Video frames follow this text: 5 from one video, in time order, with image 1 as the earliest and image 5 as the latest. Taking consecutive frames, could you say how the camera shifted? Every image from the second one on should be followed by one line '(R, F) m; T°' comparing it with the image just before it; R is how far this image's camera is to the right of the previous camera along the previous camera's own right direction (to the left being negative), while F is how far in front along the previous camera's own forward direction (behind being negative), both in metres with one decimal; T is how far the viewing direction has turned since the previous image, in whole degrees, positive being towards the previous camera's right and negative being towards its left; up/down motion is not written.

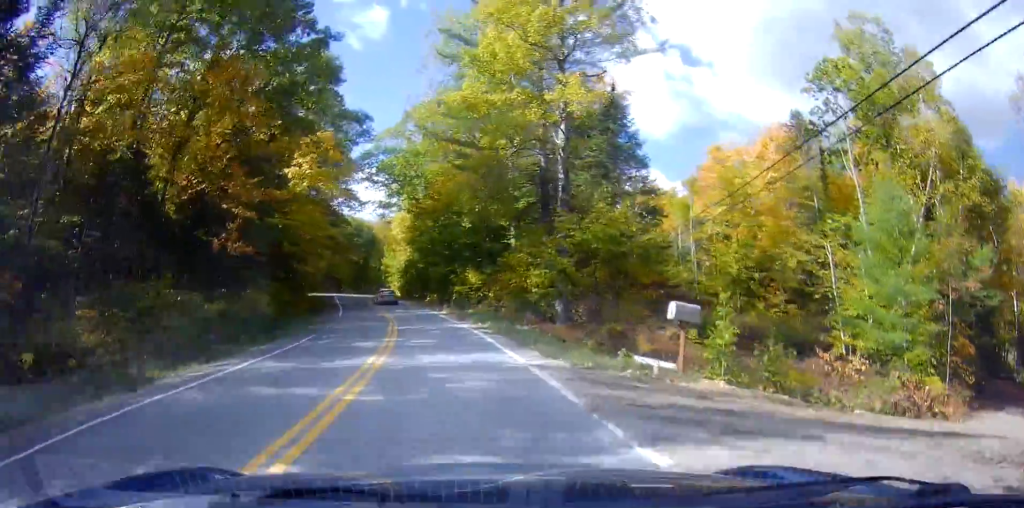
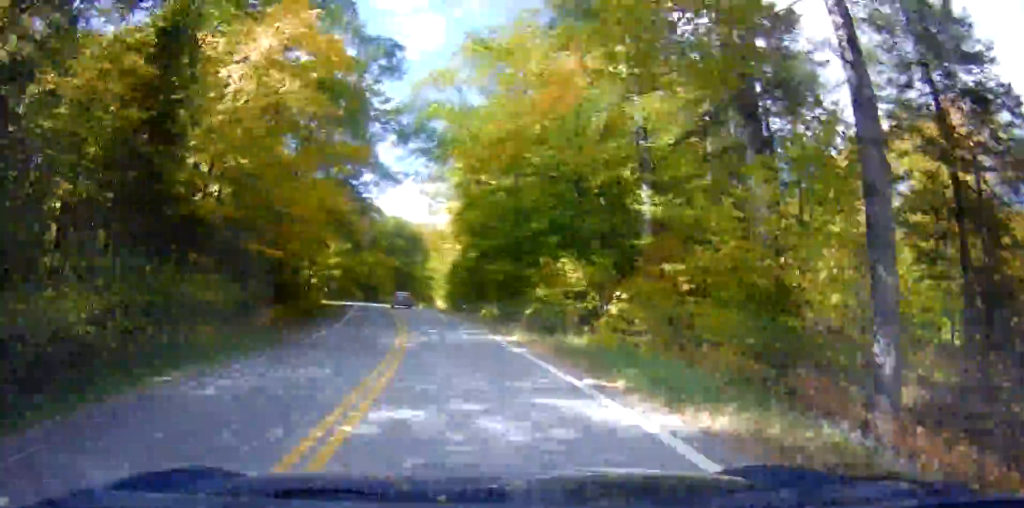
(-0.5, +19.7) m; -2°
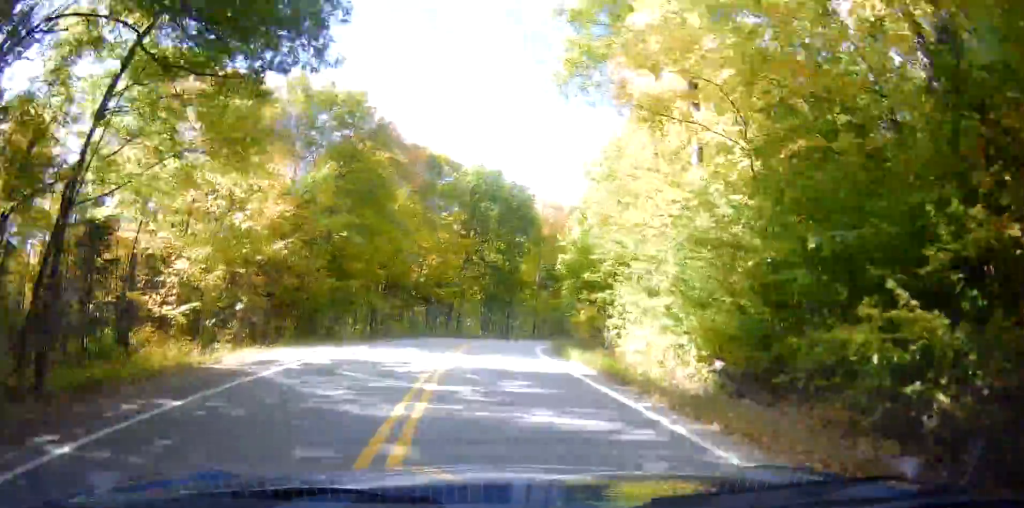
(-2.1, +46.4) m; -3°
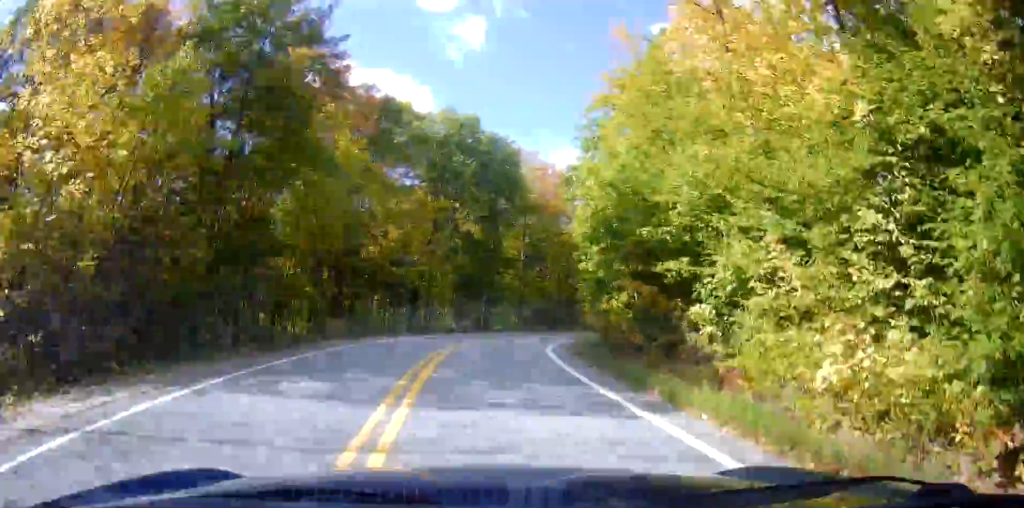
(-0.1, +10.6) m; +3°
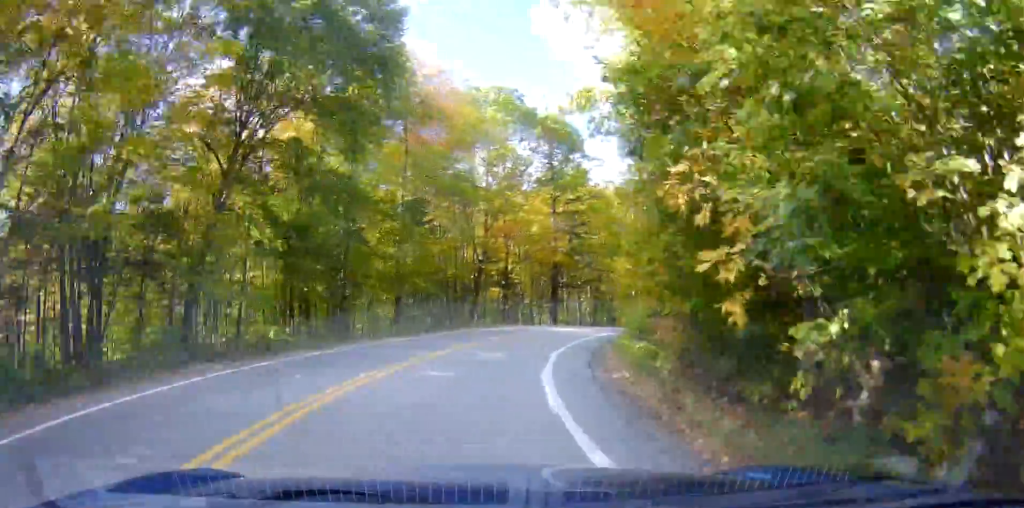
(+1.5, +20.5) m; +9°
